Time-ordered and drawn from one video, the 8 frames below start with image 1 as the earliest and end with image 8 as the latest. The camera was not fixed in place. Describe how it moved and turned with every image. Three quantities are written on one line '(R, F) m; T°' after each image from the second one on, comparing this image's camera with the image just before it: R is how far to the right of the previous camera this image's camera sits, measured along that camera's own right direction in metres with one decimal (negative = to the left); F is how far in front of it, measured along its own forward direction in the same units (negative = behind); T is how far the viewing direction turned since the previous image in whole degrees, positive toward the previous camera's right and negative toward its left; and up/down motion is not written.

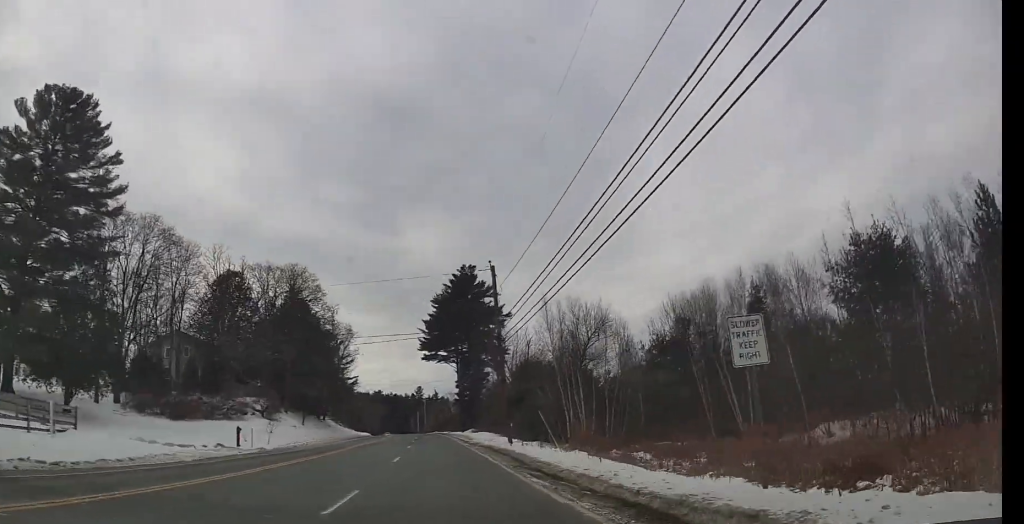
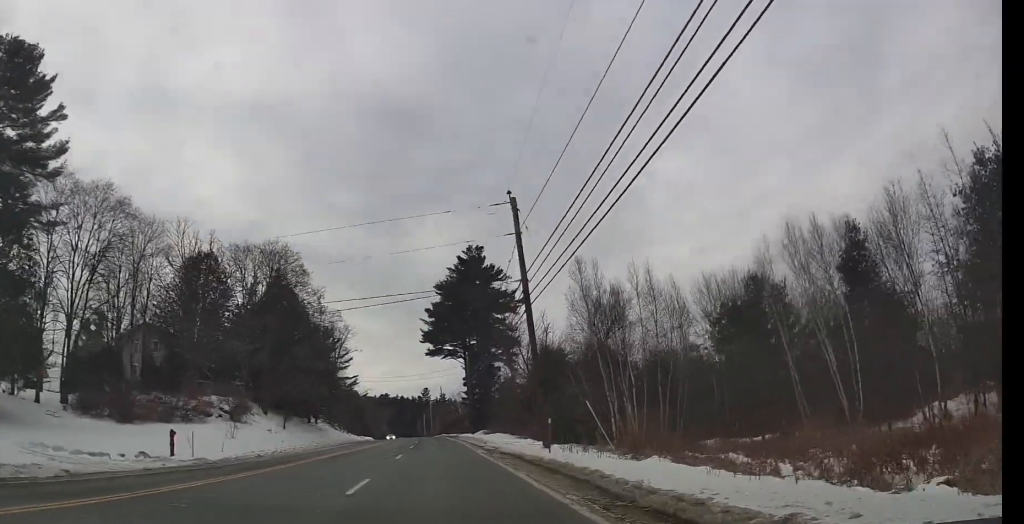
(-0.1, +9.8) m; -1°
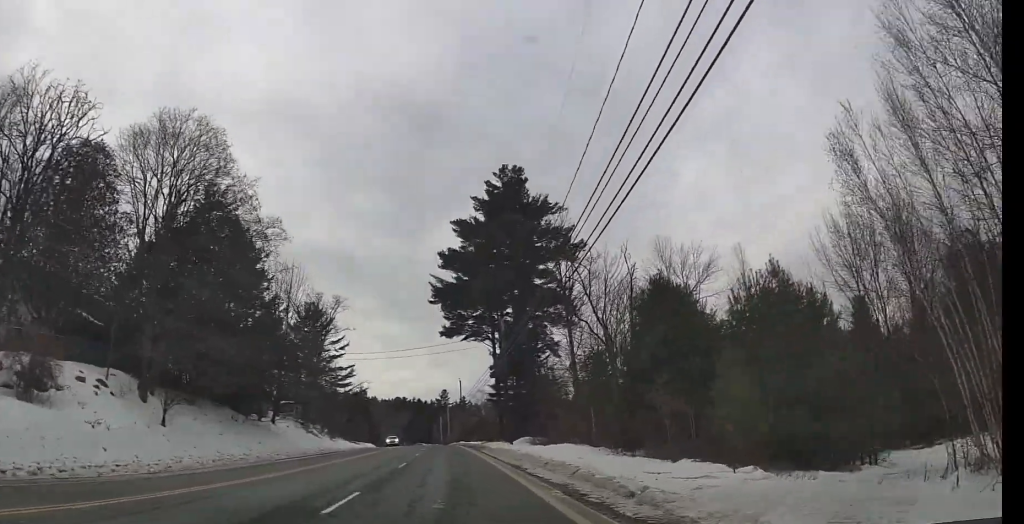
(-0.1, +25.9) m; -2°
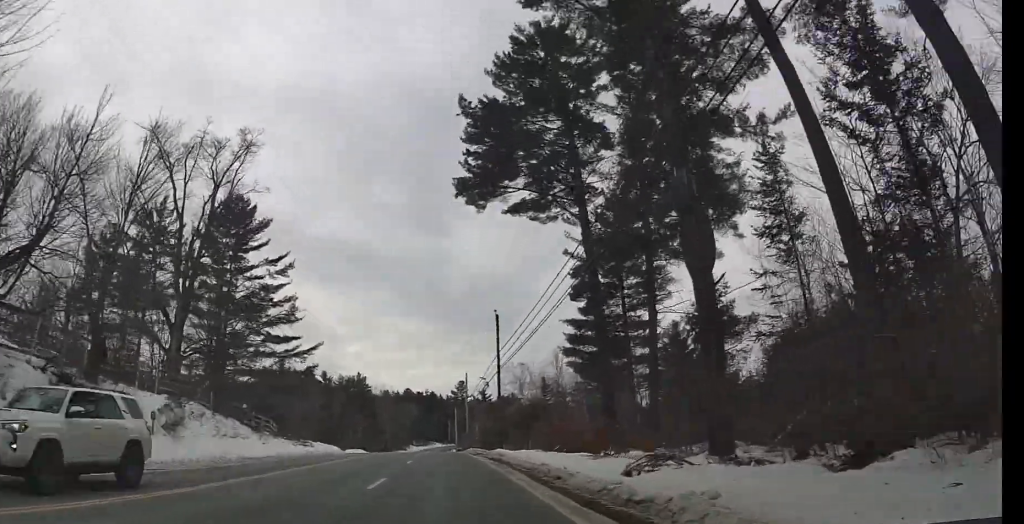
(-2.2, +44.0) m; -4°
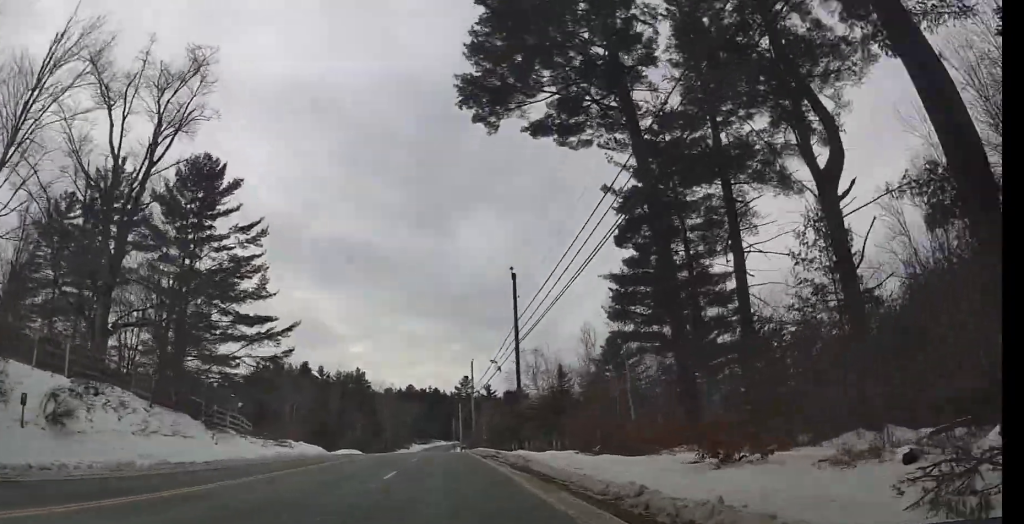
(+0.1, +9.1) m; 0°
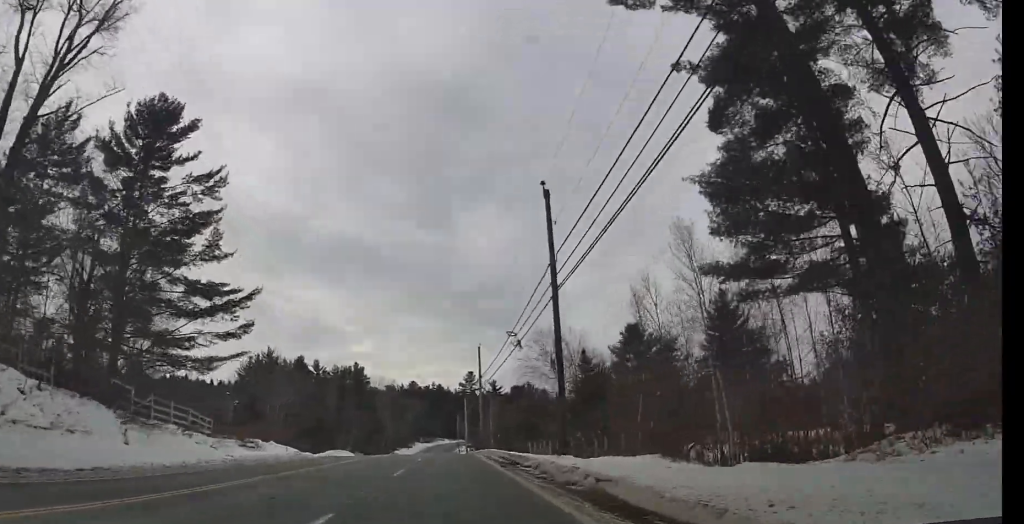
(0.0, +9.9) m; 0°
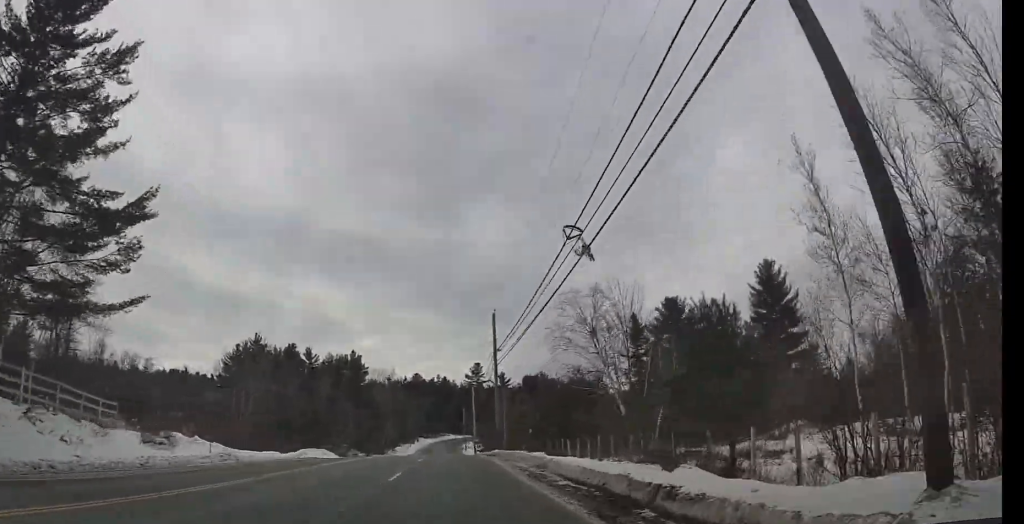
(0.0, +14.2) m; 0°
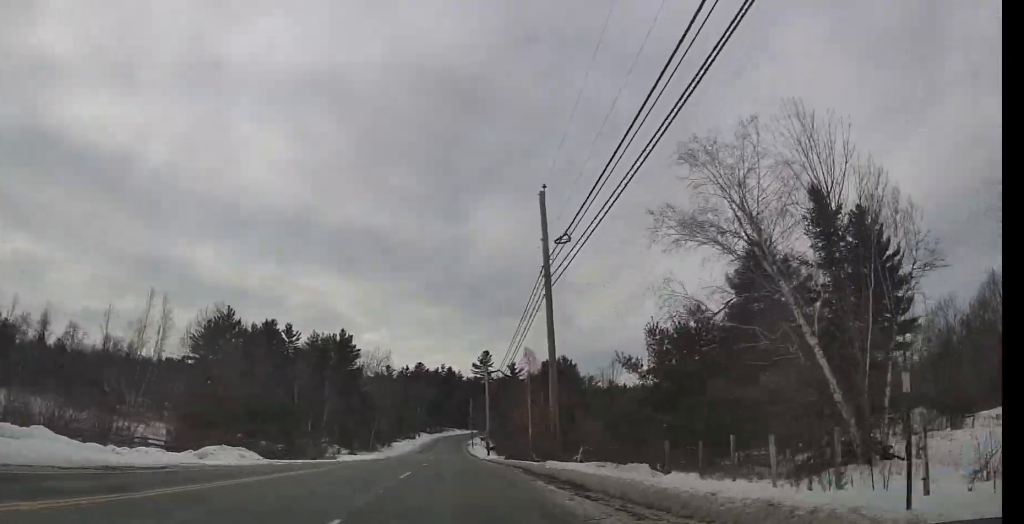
(0.0, +21.9) m; -2°
